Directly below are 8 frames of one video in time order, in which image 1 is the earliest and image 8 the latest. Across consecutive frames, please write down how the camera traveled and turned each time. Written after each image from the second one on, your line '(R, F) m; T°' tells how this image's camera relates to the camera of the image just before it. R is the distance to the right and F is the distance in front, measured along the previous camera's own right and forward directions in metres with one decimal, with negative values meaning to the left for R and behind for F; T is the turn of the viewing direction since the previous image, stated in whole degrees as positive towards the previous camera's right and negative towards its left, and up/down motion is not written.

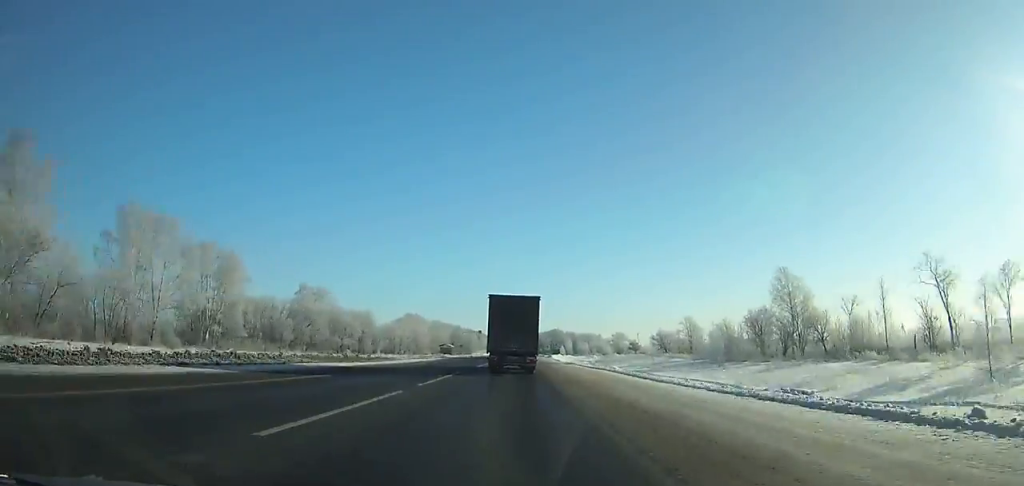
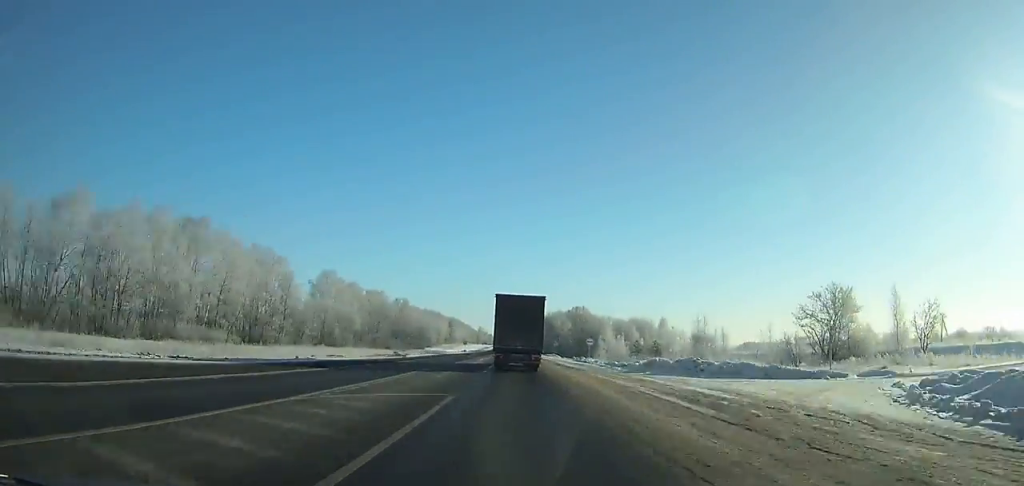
(+0.3, +178.4) m; 0°
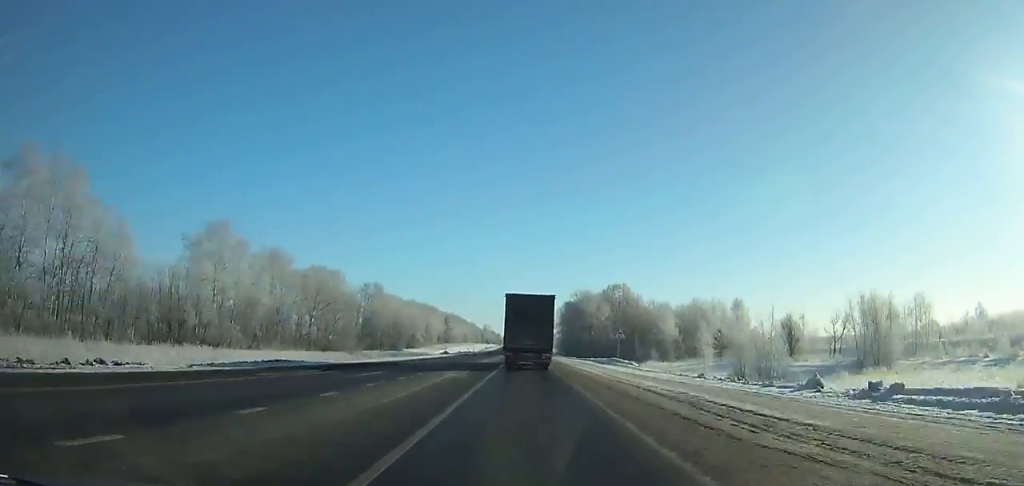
(-0.3, +61.3) m; 0°
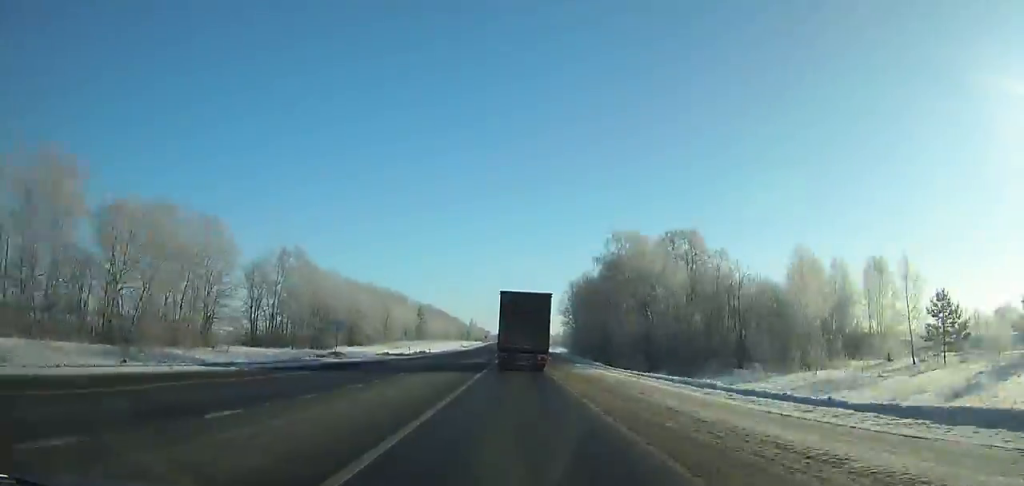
(0.0, +59.0) m; 0°
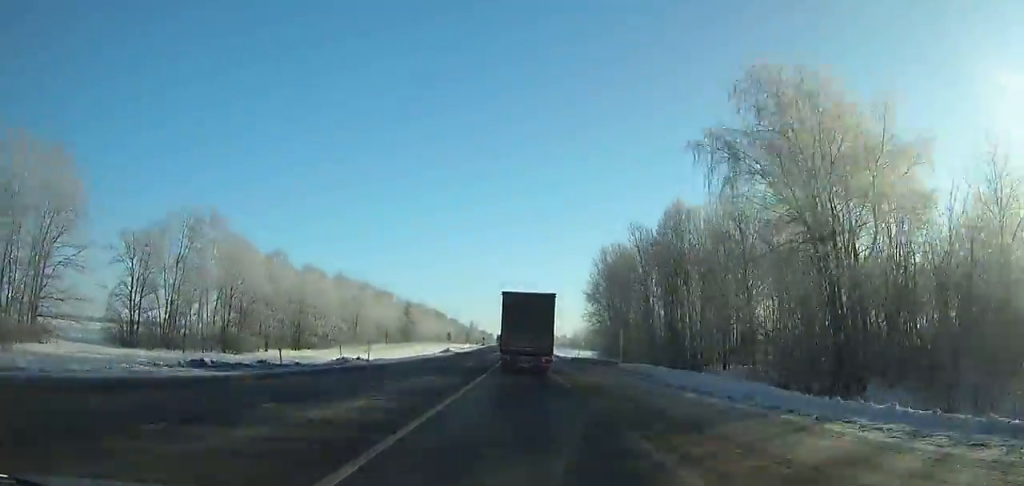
(+0.1, +37.1) m; 0°
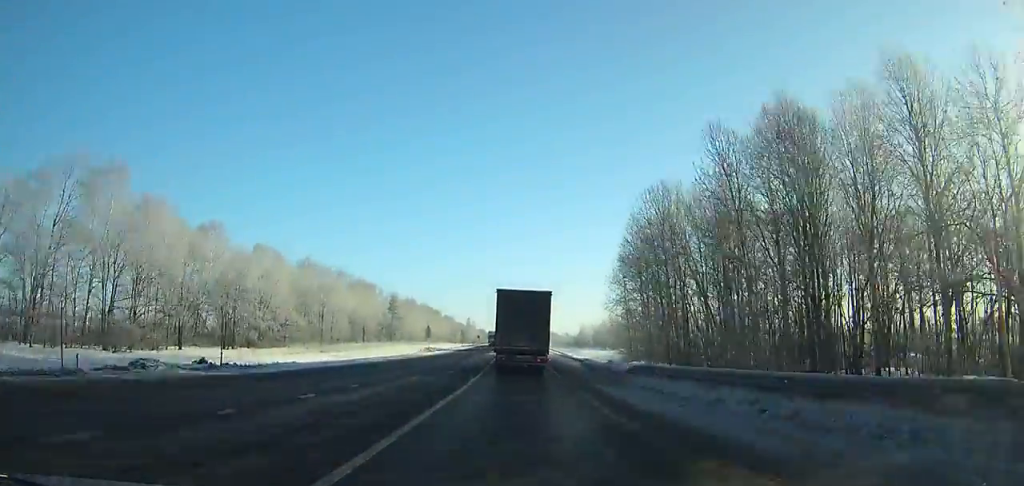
(+0.1, +25.3) m; 0°
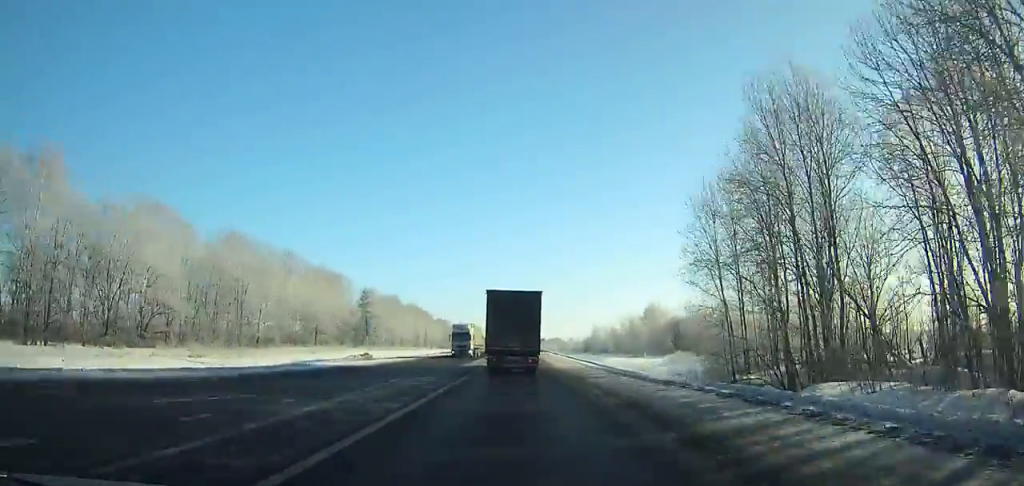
(-0.2, +36.9) m; 0°
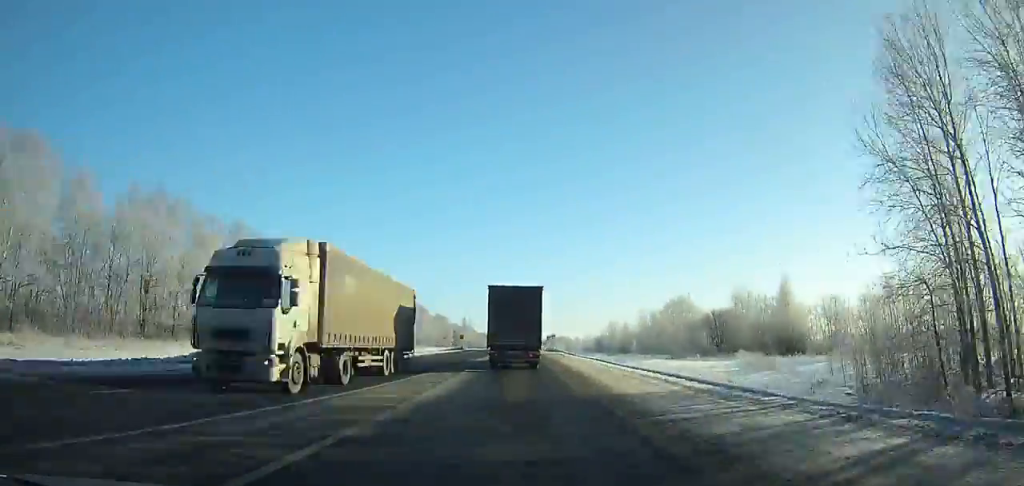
(-0.1, +25.3) m; 0°
